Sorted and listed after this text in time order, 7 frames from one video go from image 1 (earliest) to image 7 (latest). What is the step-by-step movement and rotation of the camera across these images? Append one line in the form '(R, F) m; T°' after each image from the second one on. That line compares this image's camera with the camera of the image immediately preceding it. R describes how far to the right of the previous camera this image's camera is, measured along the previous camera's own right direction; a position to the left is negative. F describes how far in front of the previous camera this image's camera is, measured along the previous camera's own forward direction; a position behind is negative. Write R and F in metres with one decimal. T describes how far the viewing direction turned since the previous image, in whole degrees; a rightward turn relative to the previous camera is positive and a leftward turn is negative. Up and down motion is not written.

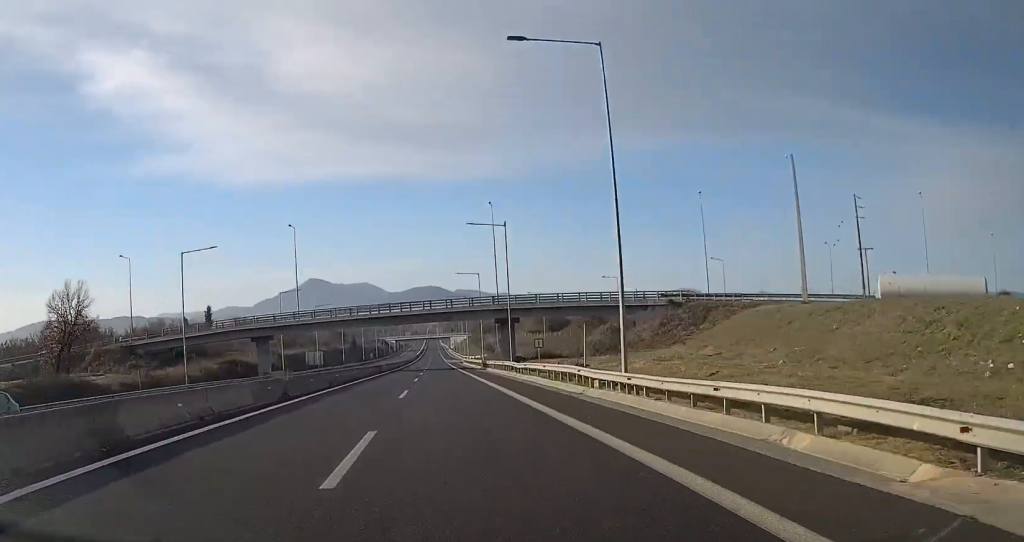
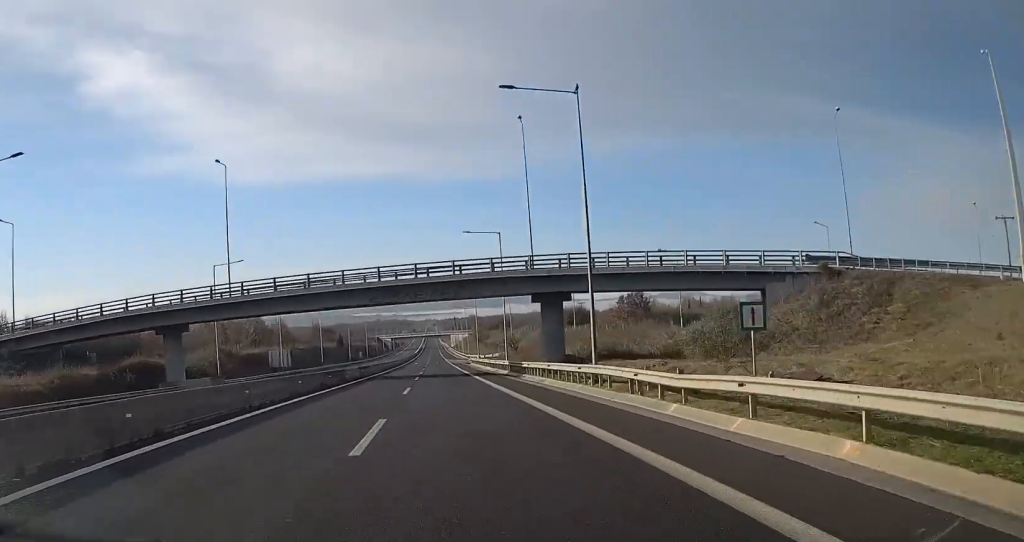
(+0.1, +33.3) m; 0°
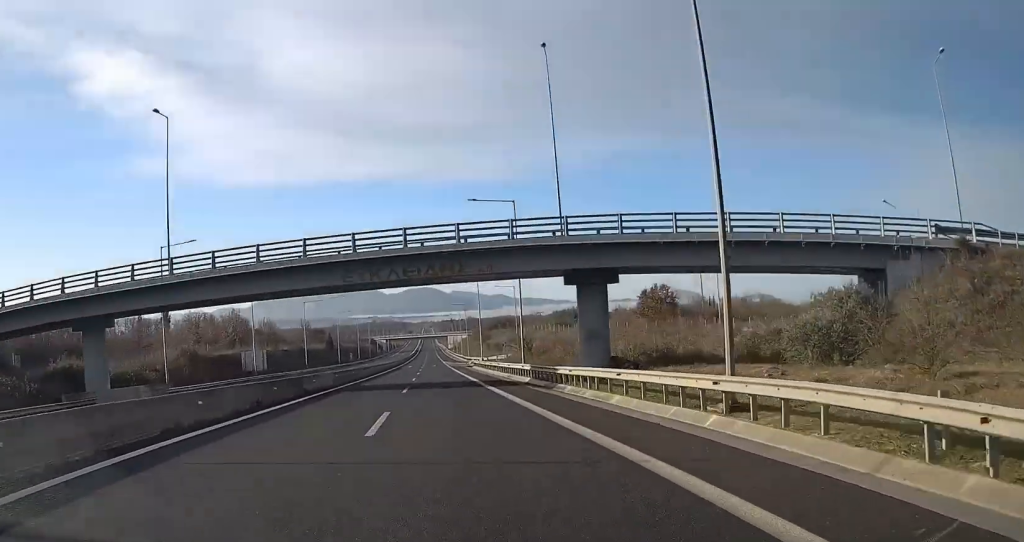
(-0.1, +14.8) m; 0°
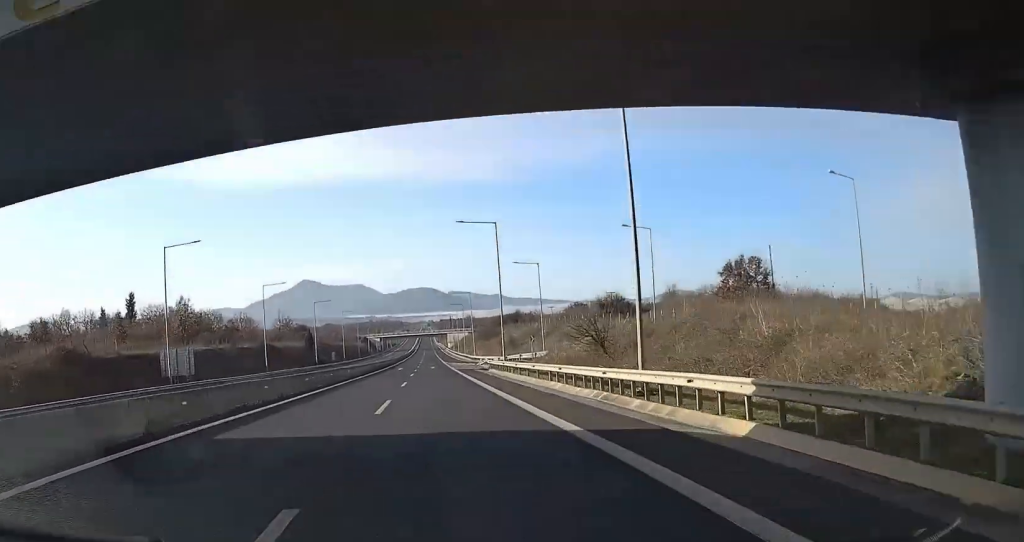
(+0.1, +30.8) m; 0°
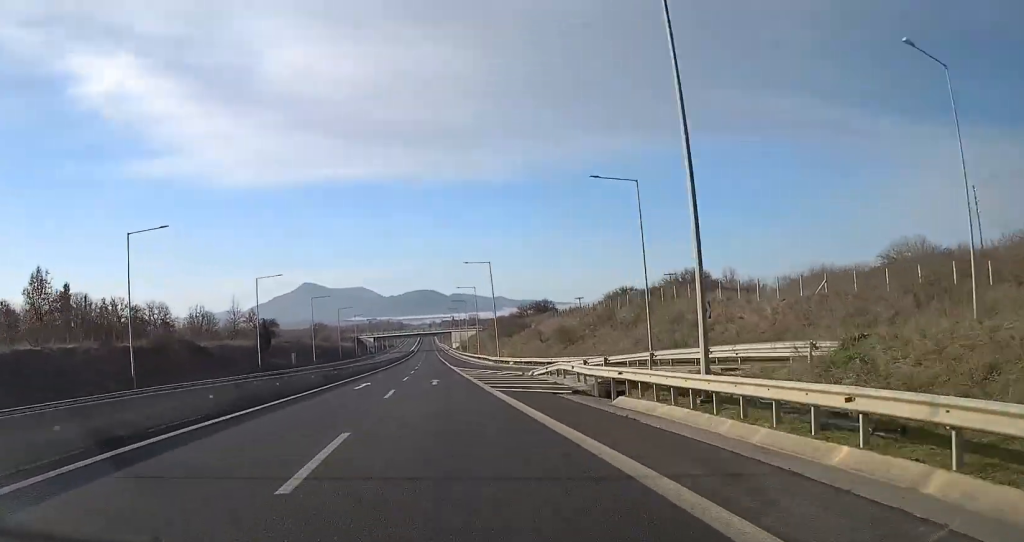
(0.0, +46.8) m; 0°
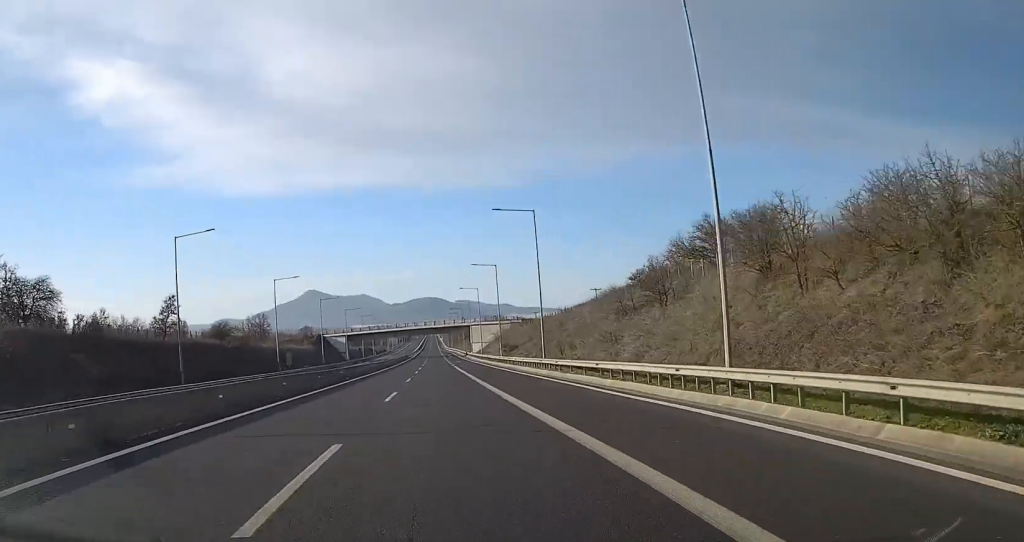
(+0.1, +109.8) m; 0°
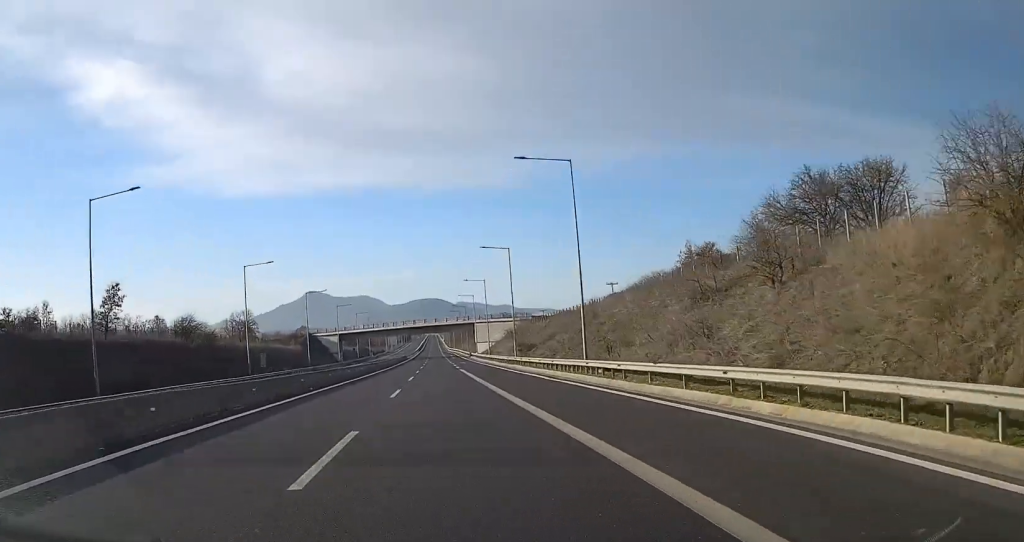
(+0.1, +16.0) m; 0°
